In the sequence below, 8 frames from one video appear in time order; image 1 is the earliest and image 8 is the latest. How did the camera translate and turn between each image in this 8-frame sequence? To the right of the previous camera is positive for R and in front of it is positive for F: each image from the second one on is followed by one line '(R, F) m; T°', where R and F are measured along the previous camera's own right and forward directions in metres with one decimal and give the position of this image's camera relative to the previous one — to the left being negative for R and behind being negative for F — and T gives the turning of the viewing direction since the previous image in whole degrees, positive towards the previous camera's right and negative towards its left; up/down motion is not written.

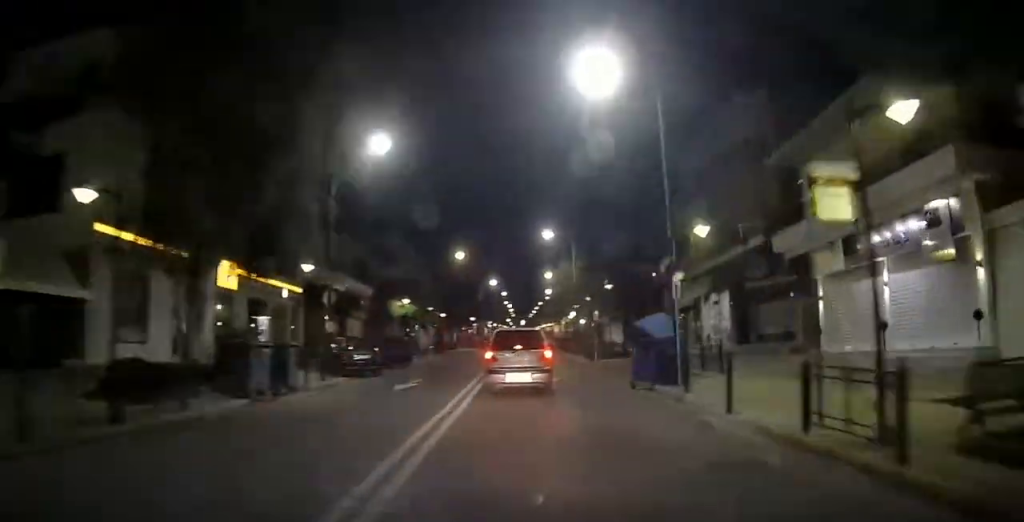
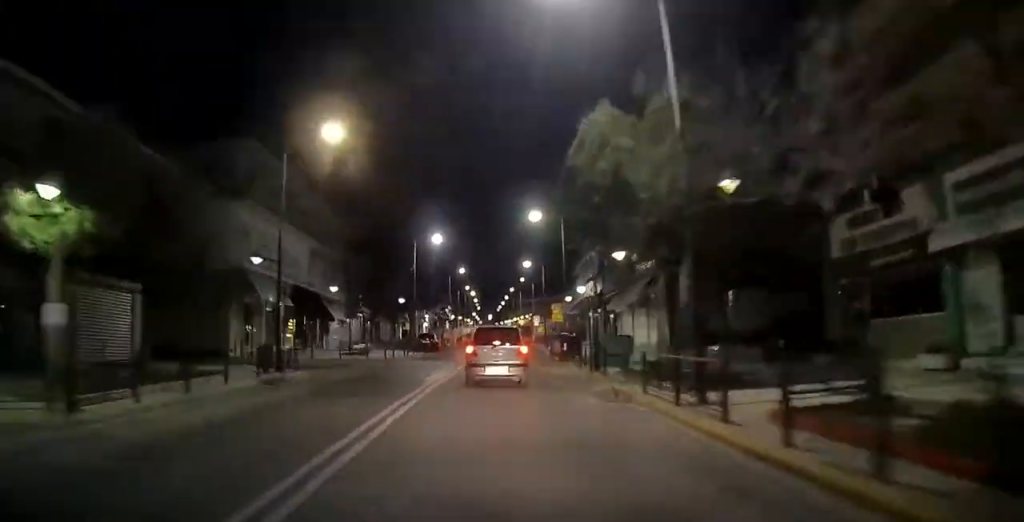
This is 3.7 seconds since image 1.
(+5.3, +27.8) m; +10°
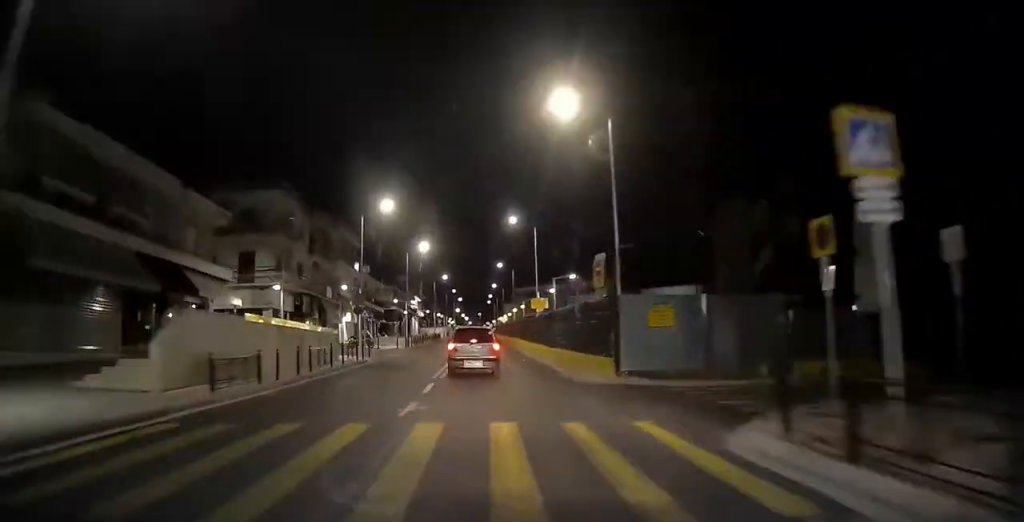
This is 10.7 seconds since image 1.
(-1.0, +61.4) m; -1°
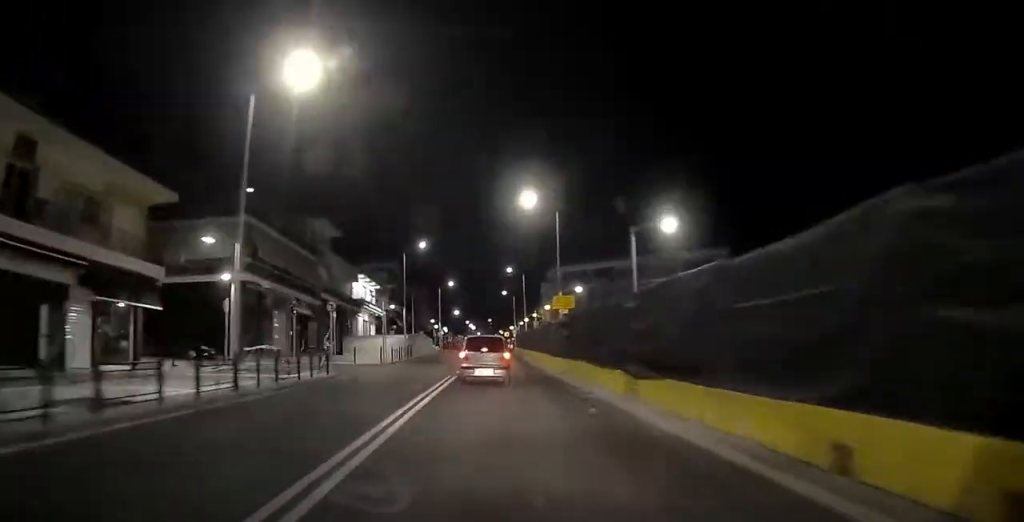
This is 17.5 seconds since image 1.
(-0.2, +64.8) m; 0°
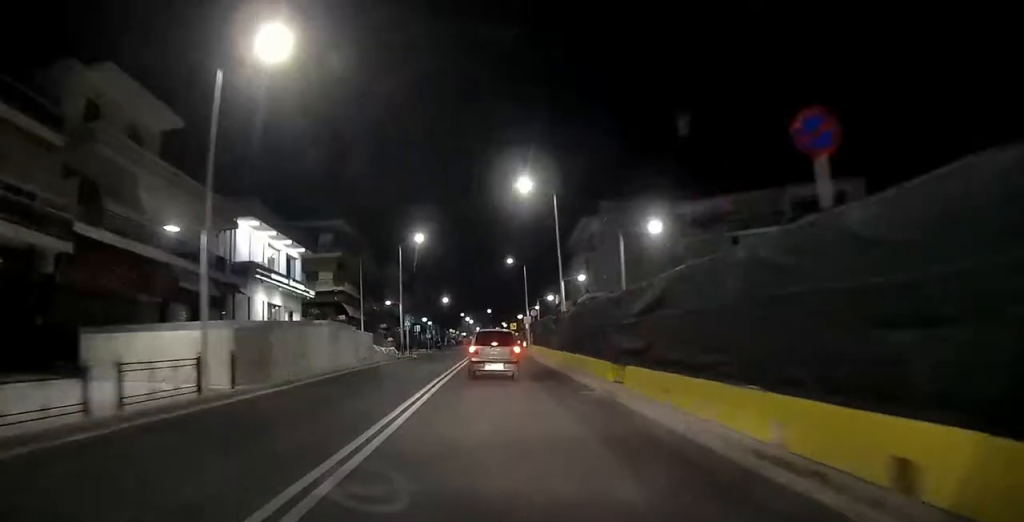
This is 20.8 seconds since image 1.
(+0.1, +31.8) m; 0°
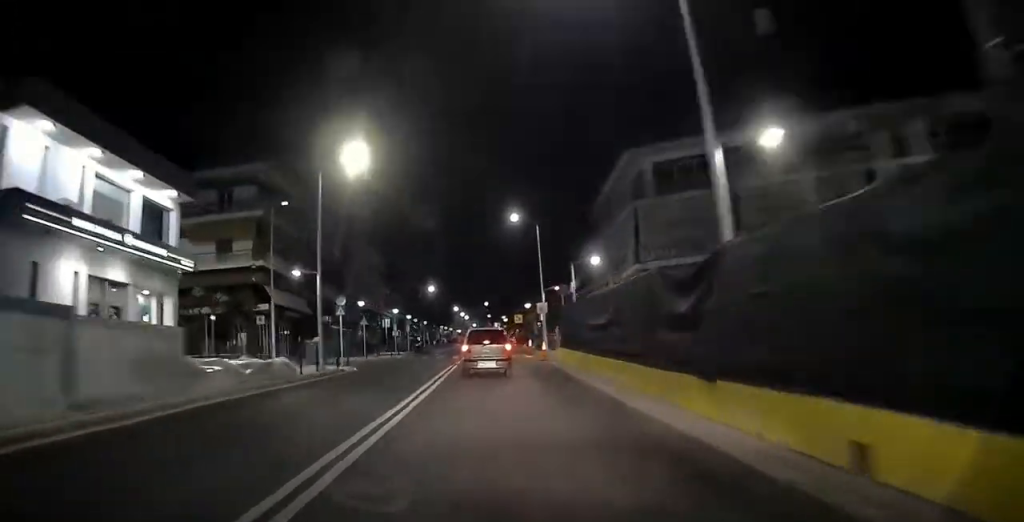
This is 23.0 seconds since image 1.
(+0.2, +20.6) m; 0°
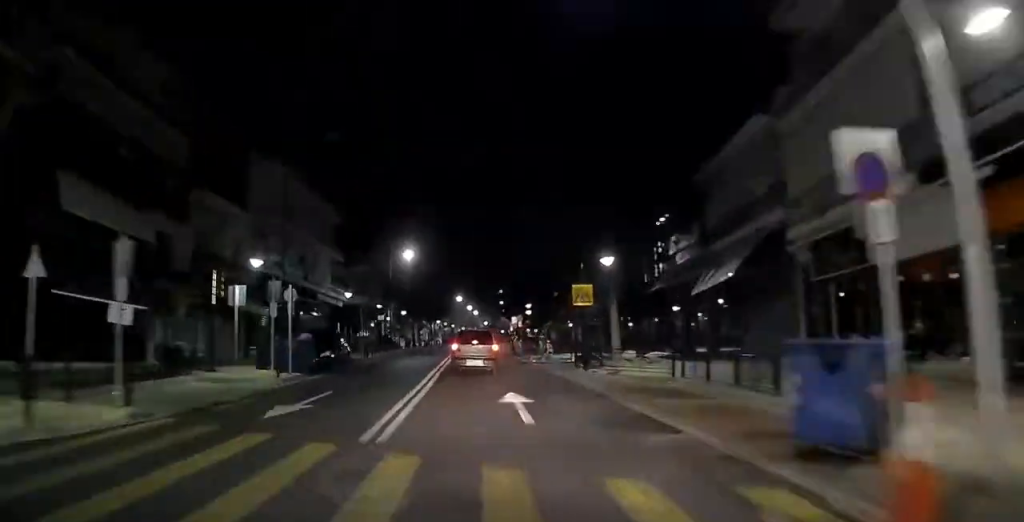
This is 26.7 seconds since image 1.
(-0.5, +34.2) m; -1°
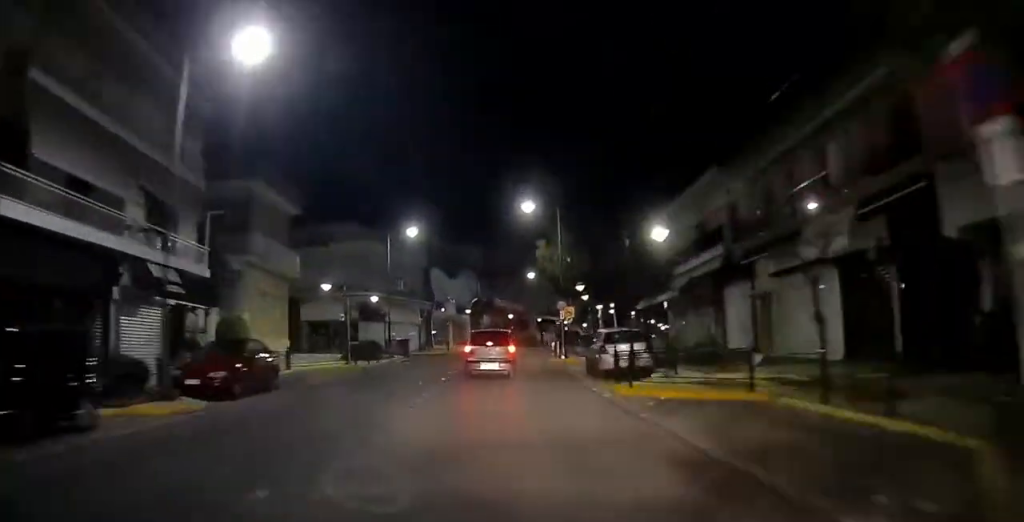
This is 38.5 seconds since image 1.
(-0.3, +108.2) m; +6°
